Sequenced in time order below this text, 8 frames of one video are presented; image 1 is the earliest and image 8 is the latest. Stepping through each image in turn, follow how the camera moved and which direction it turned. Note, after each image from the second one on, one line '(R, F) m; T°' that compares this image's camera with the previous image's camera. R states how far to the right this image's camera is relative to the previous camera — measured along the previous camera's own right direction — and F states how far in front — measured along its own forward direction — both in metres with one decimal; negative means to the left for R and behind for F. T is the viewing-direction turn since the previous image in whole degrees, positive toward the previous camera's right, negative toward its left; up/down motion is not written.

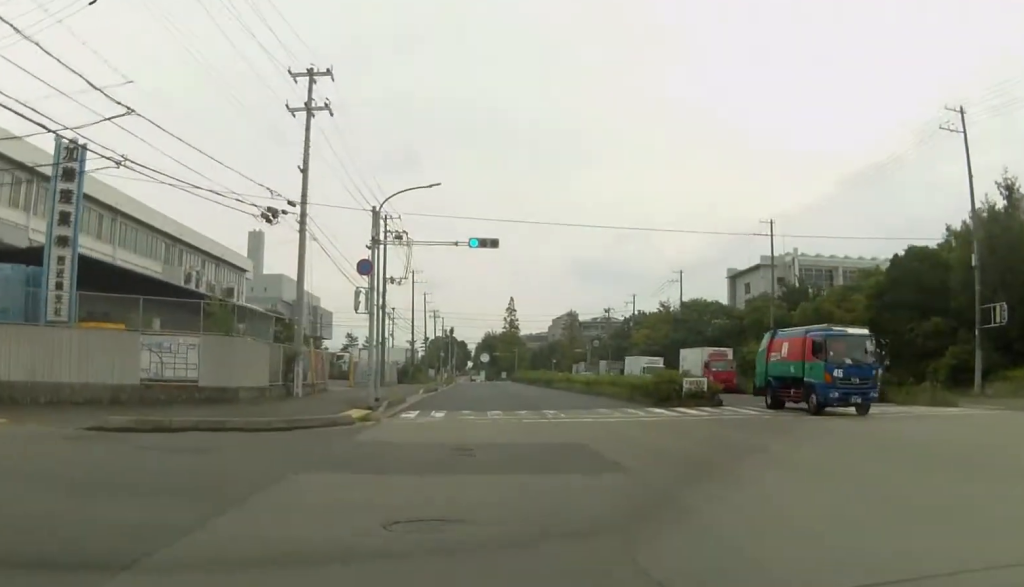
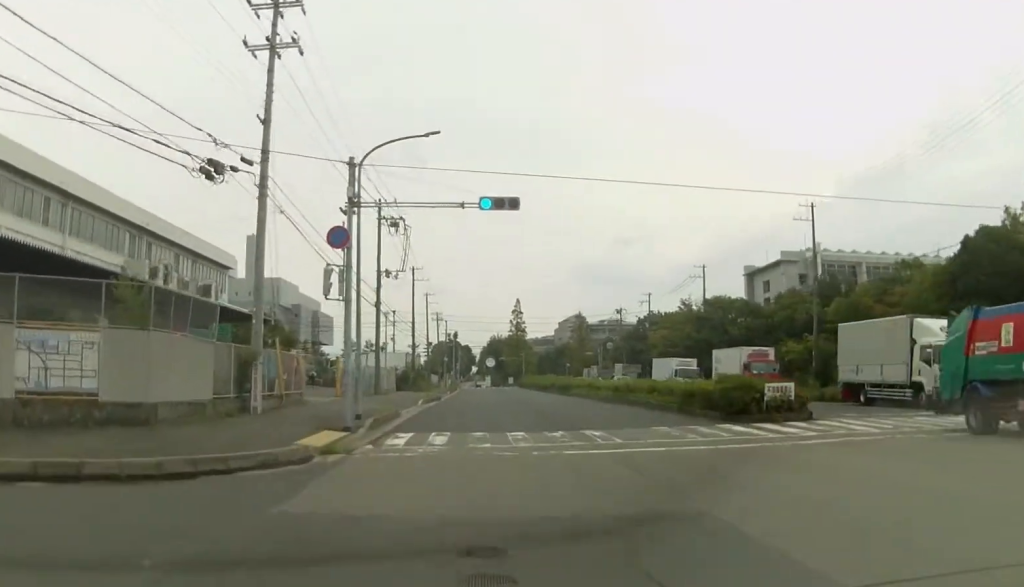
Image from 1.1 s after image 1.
(-0.1, +6.9) m; -1°
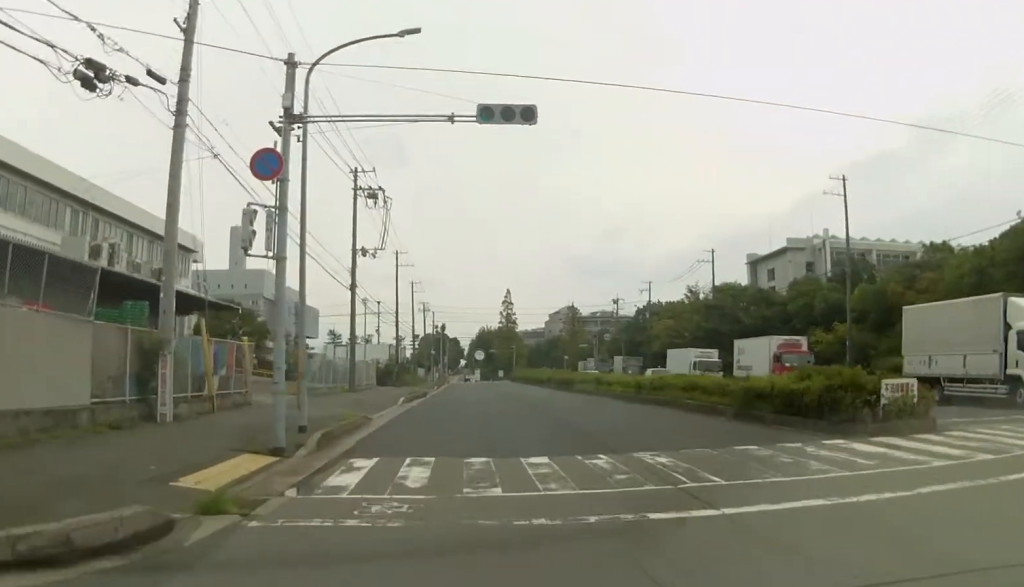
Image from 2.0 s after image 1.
(-0.1, +6.9) m; 0°
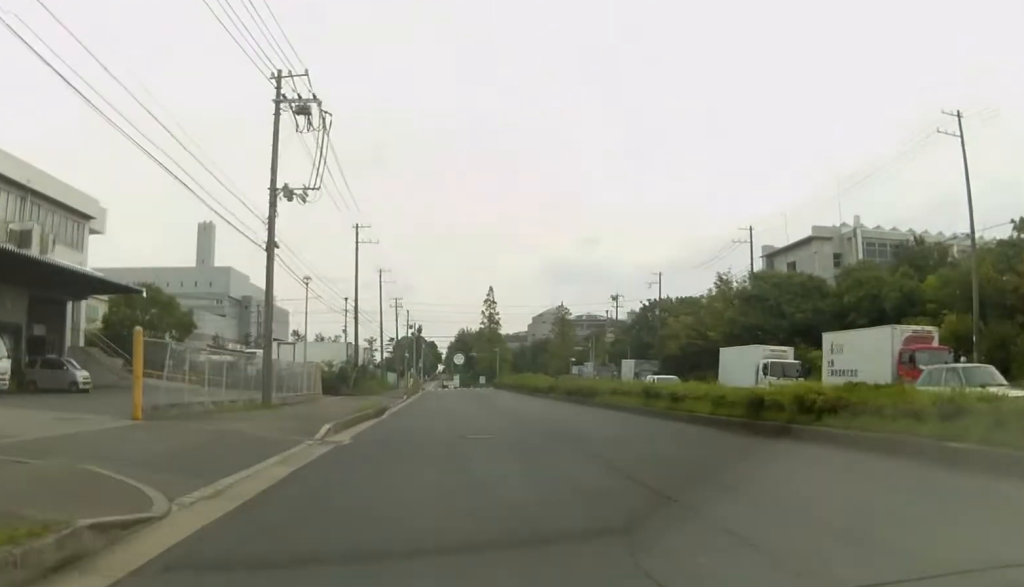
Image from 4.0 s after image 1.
(+0.6, +16.2) m; +6°
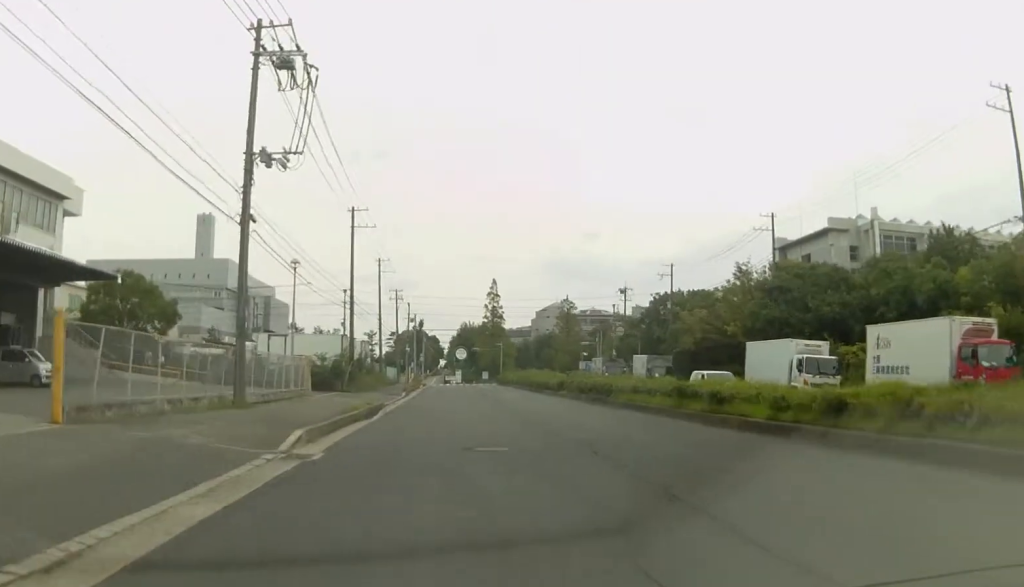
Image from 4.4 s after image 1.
(+0.1, +4.2) m; -1°
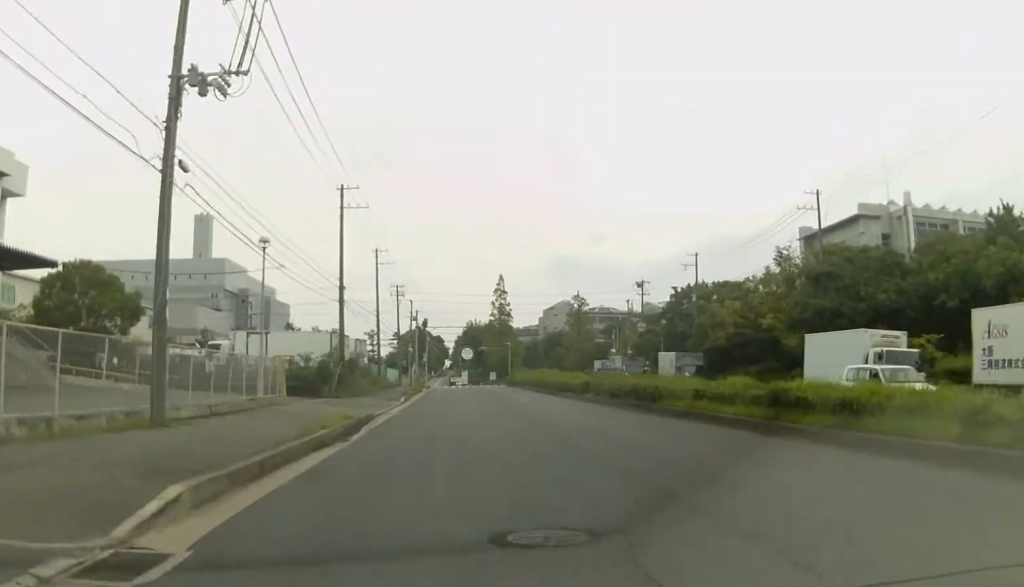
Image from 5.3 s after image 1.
(0.0, +7.7) m; -2°
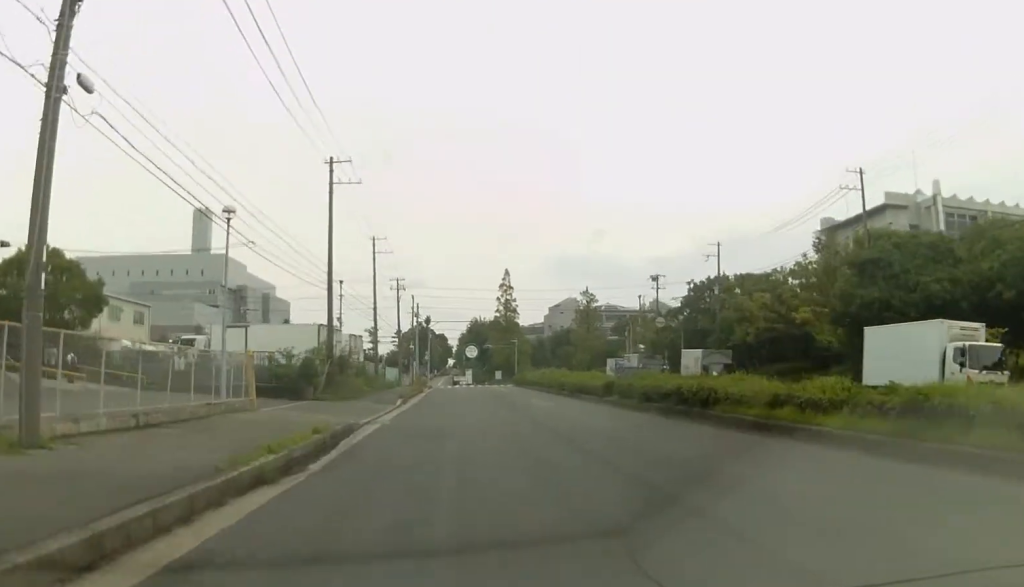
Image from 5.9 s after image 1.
(-0.4, +6.0) m; -2°
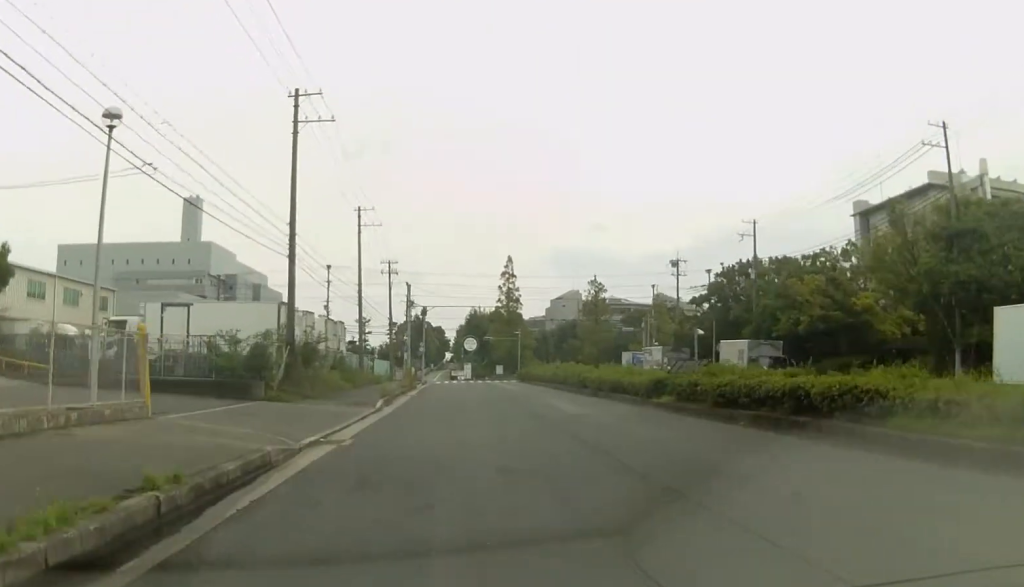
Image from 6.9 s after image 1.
(+0.2, +10.0) m; +2°
